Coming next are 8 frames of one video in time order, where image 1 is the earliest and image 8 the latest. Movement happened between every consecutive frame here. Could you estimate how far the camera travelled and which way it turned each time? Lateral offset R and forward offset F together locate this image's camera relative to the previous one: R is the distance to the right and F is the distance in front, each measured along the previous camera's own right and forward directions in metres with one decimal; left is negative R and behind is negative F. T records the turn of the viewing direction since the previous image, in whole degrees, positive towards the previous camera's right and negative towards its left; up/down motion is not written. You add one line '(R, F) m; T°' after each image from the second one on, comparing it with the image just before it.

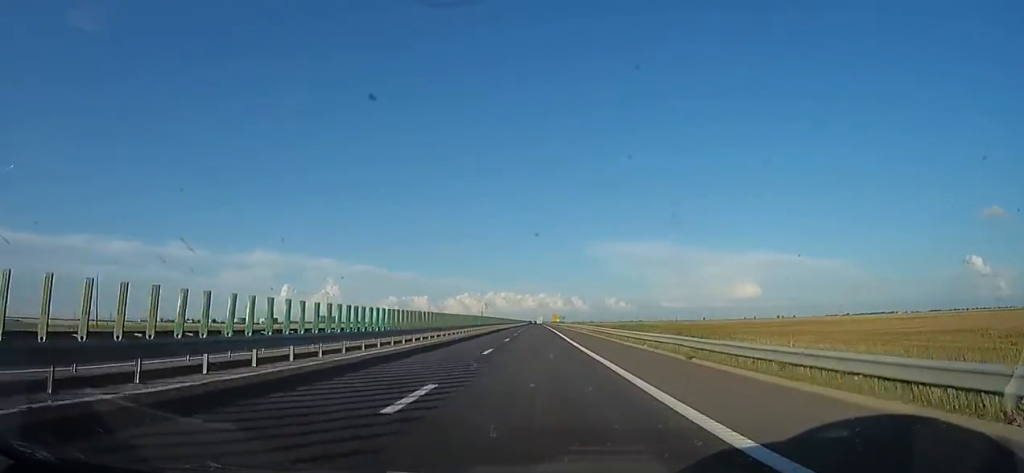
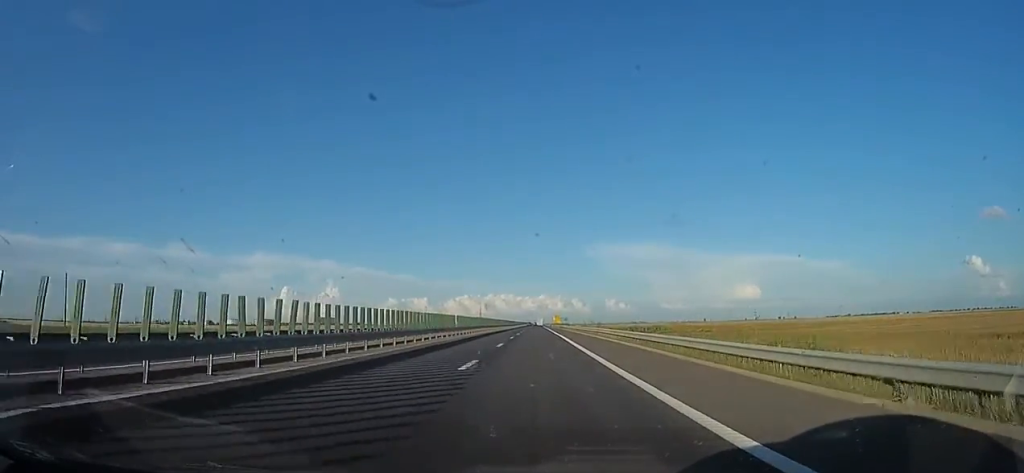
(0.0, +17.7) m; 0°
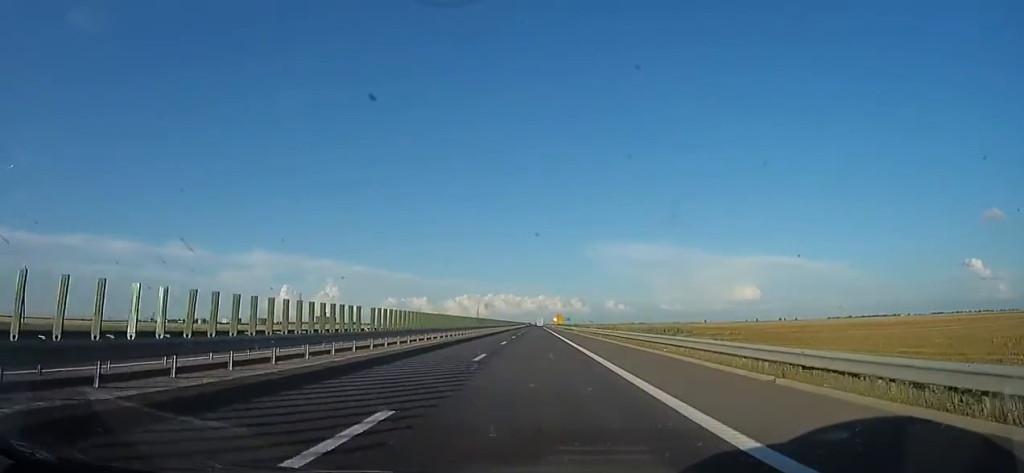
(0.0, +21.2) m; 0°
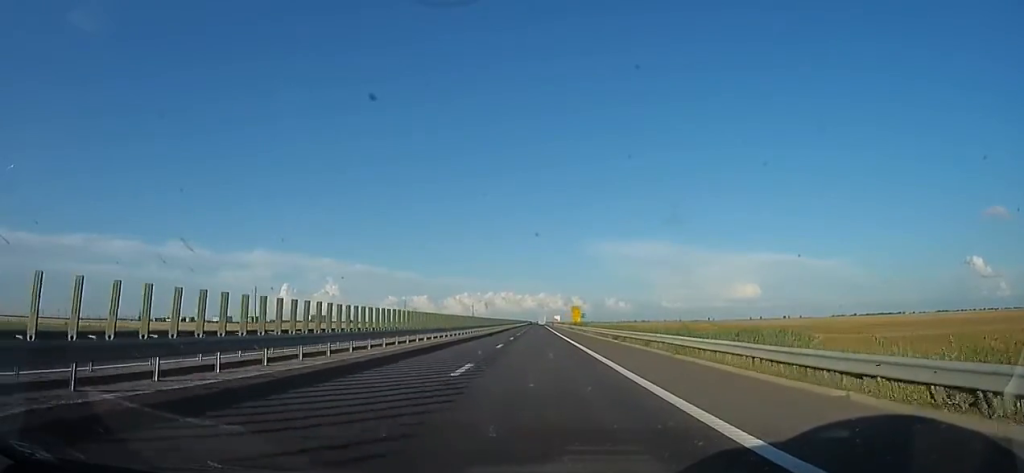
(0.0, +53.2) m; 0°
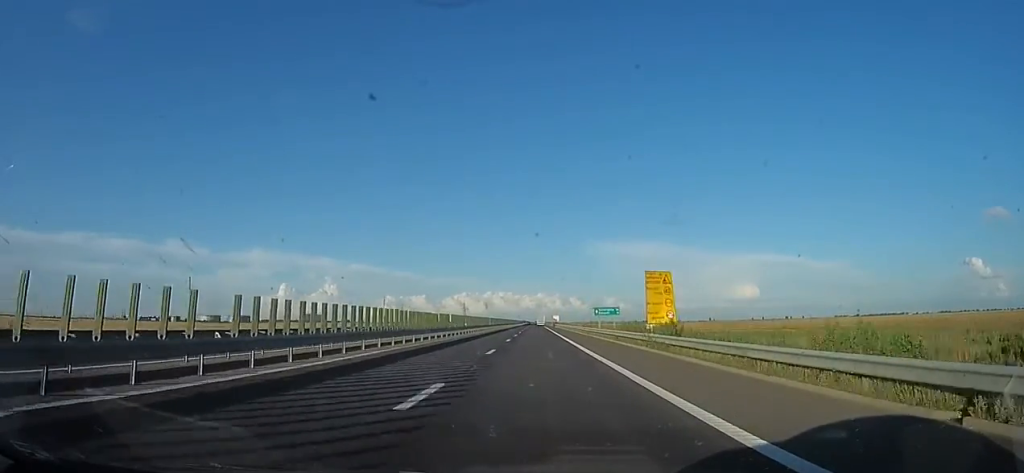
(+1.7, +52.1) m; +2°
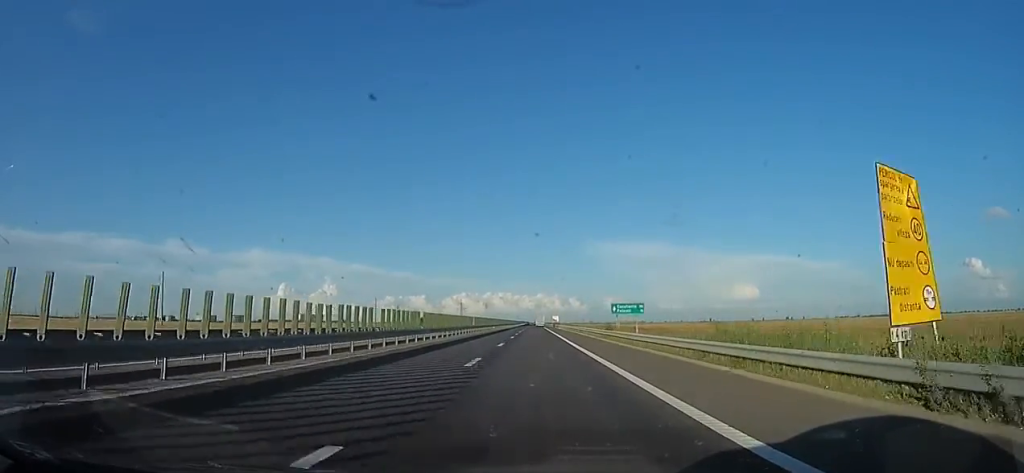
(+0.2, +16.9) m; -1°
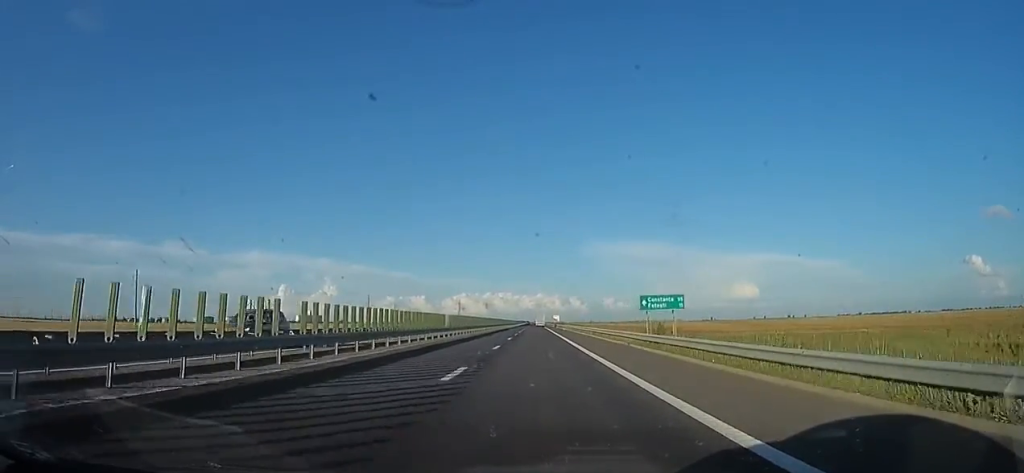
(-0.5, +15.2) m; -1°
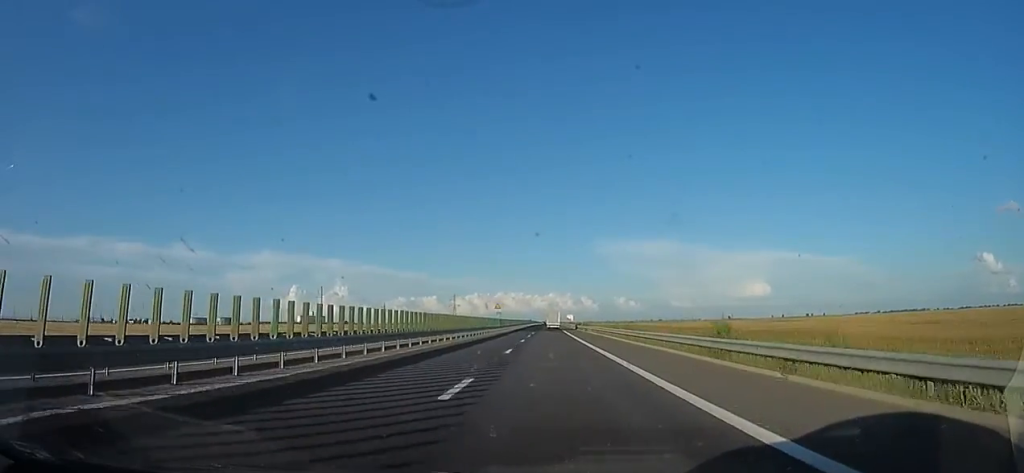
(-1.5, +85.7) m; -1°
